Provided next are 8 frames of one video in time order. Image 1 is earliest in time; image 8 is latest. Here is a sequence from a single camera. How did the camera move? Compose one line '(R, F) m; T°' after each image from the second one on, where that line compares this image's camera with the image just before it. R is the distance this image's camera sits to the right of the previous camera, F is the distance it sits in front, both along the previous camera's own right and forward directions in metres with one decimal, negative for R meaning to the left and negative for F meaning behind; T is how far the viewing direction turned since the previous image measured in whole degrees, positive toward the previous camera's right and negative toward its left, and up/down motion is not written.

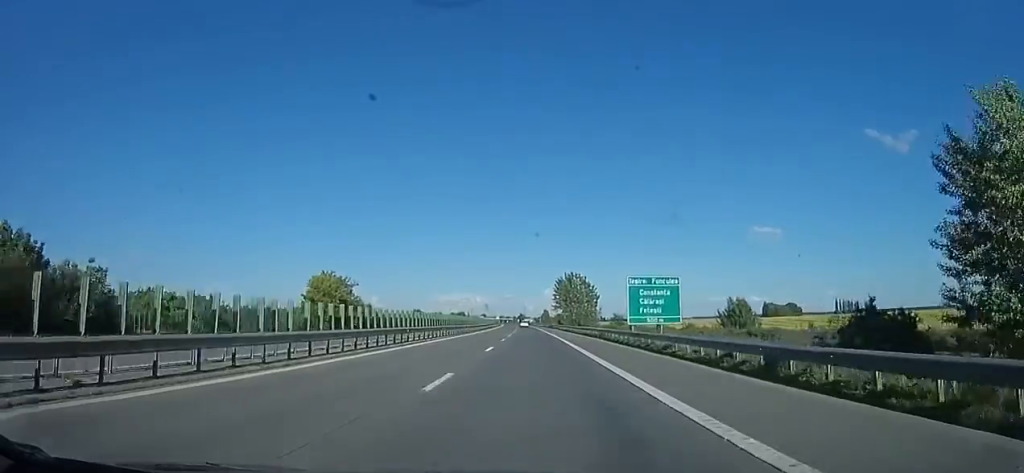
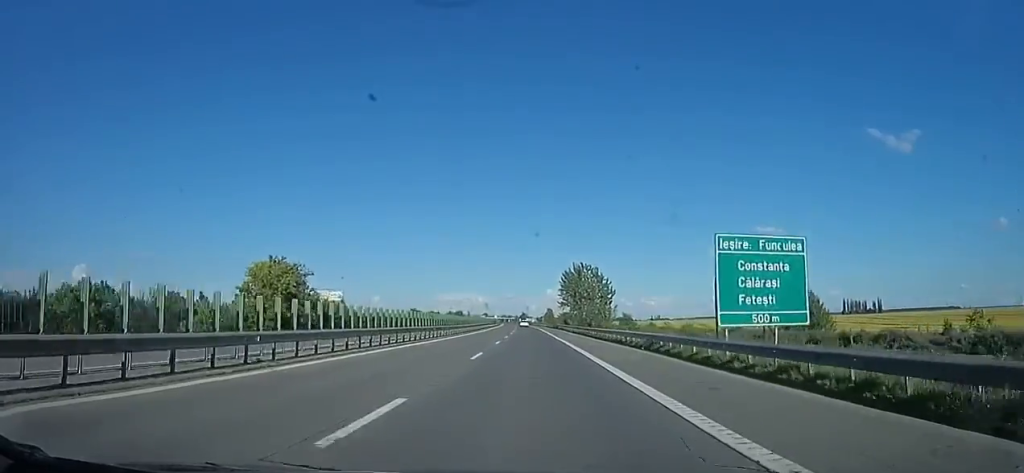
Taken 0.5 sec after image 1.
(-0.1, +15.8) m; 0°
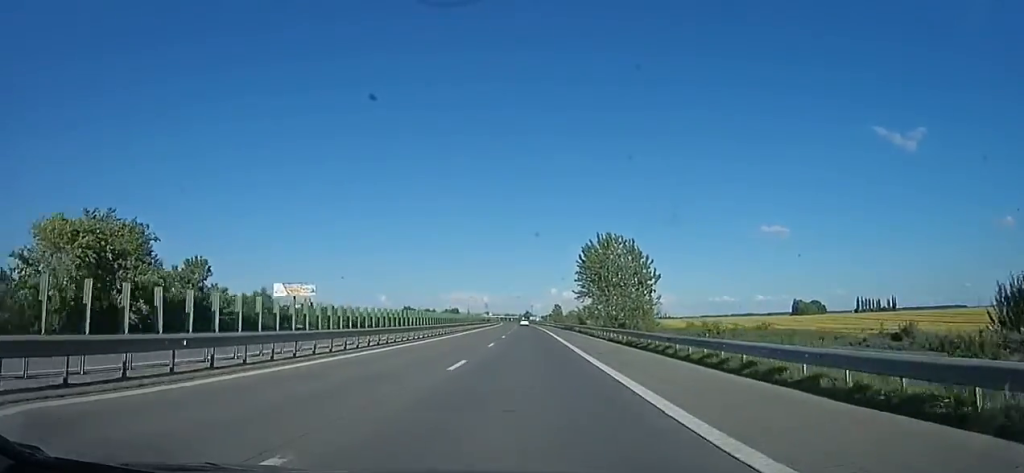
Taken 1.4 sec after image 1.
(+1.0, +26.9) m; 0°
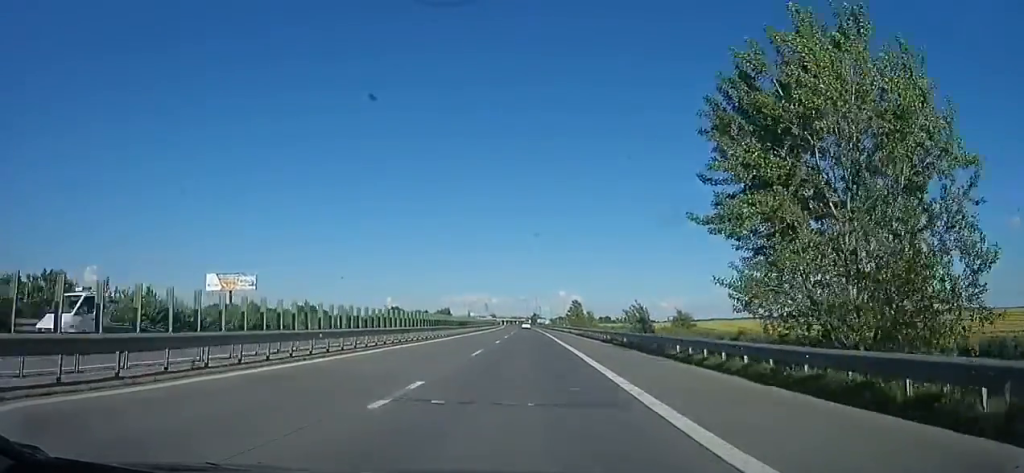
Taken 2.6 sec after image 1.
(-0.8, +40.8) m; 0°
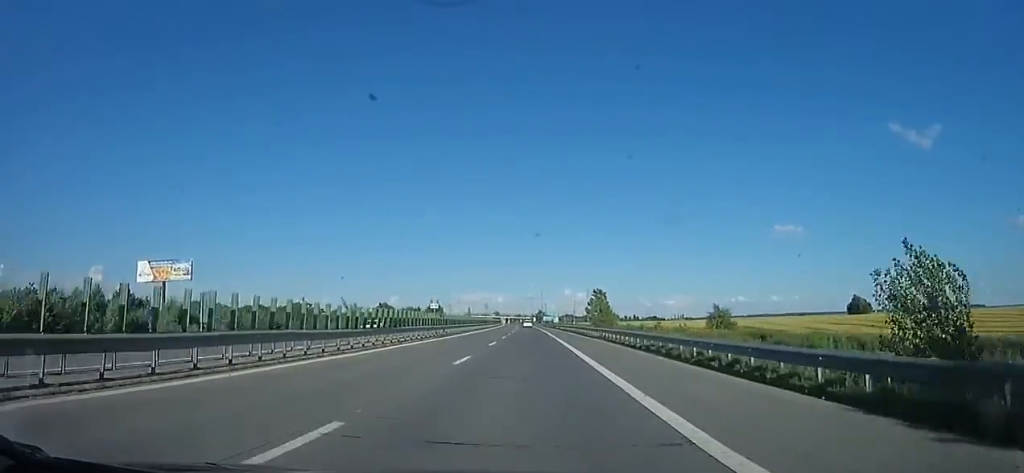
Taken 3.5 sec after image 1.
(+0.6, +27.6) m; -1°
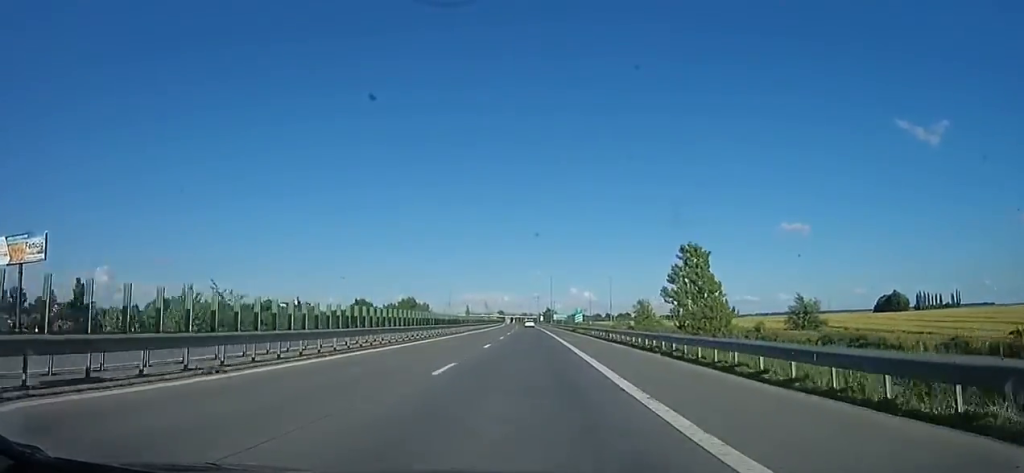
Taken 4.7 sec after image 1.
(-1.3, +38.0) m; -2°
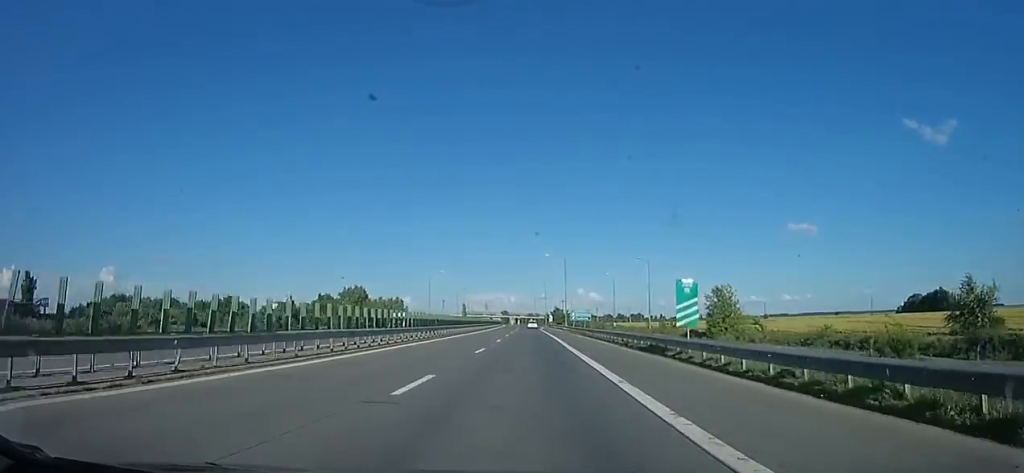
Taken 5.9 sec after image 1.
(0.0, +37.7) m; 0°
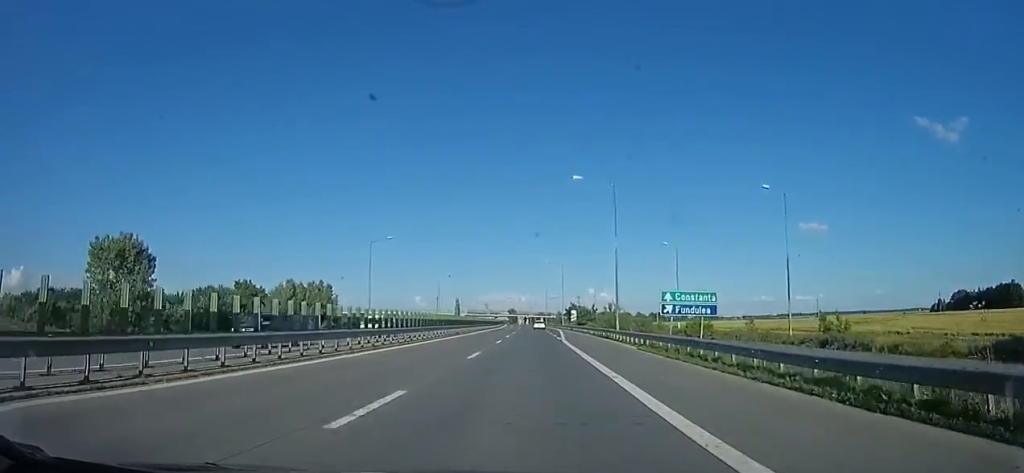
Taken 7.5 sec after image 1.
(0.0, +49.3) m; 0°
